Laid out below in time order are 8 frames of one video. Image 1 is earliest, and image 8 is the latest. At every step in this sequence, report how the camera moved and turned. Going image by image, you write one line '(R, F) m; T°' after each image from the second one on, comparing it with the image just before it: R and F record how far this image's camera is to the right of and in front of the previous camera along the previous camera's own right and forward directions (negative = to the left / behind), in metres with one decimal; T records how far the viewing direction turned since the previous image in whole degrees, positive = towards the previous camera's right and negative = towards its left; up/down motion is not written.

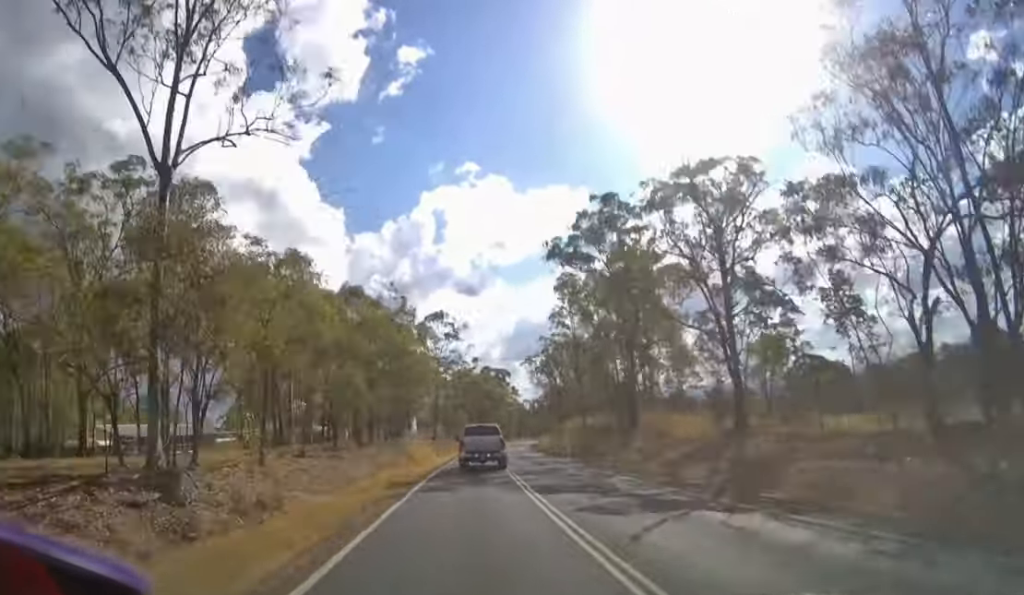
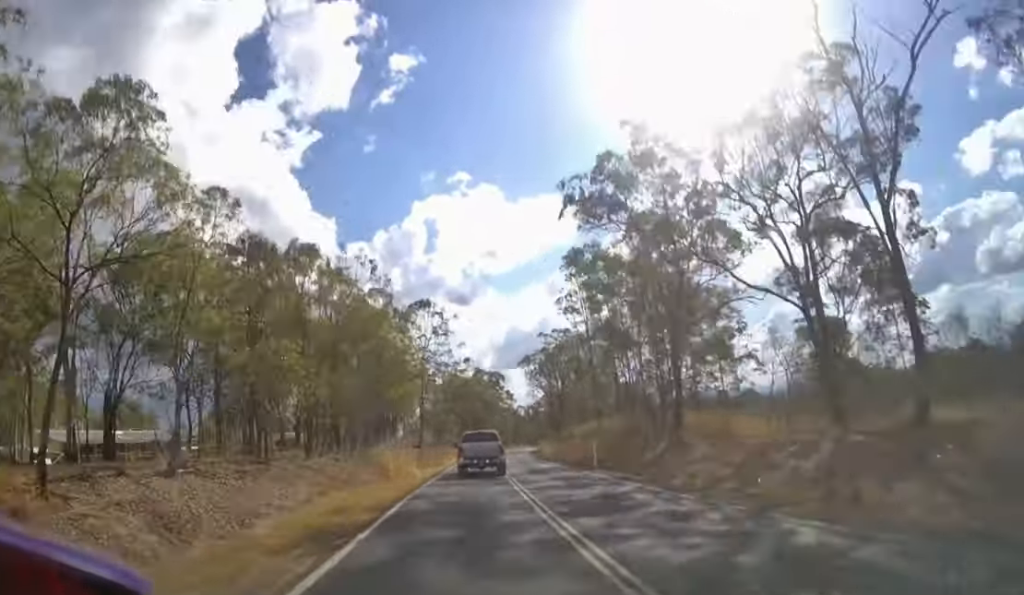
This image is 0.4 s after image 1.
(0.0, +8.7) m; +1°
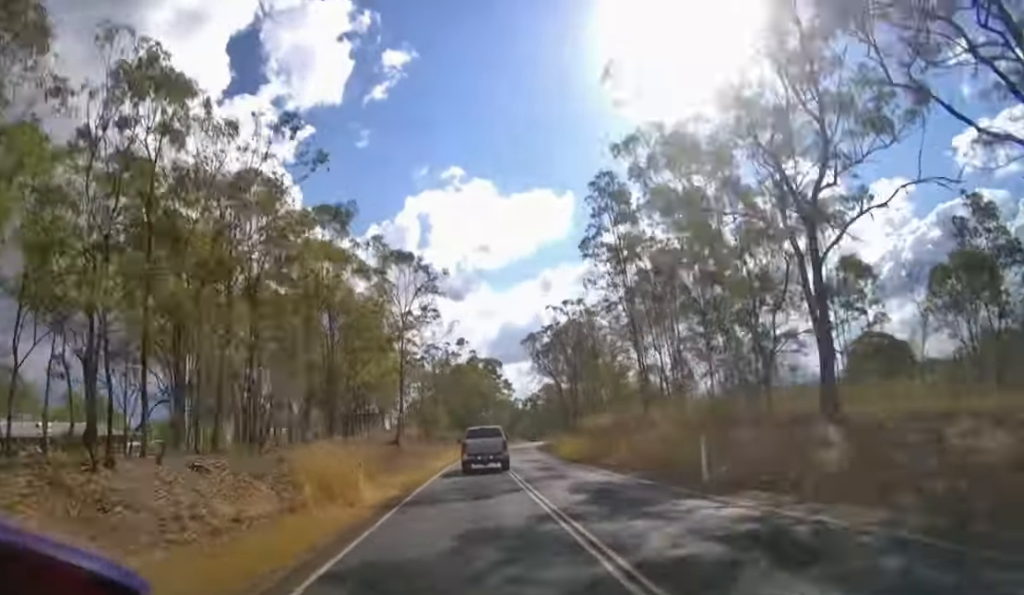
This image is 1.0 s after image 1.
(+0.3, +13.1) m; +1°
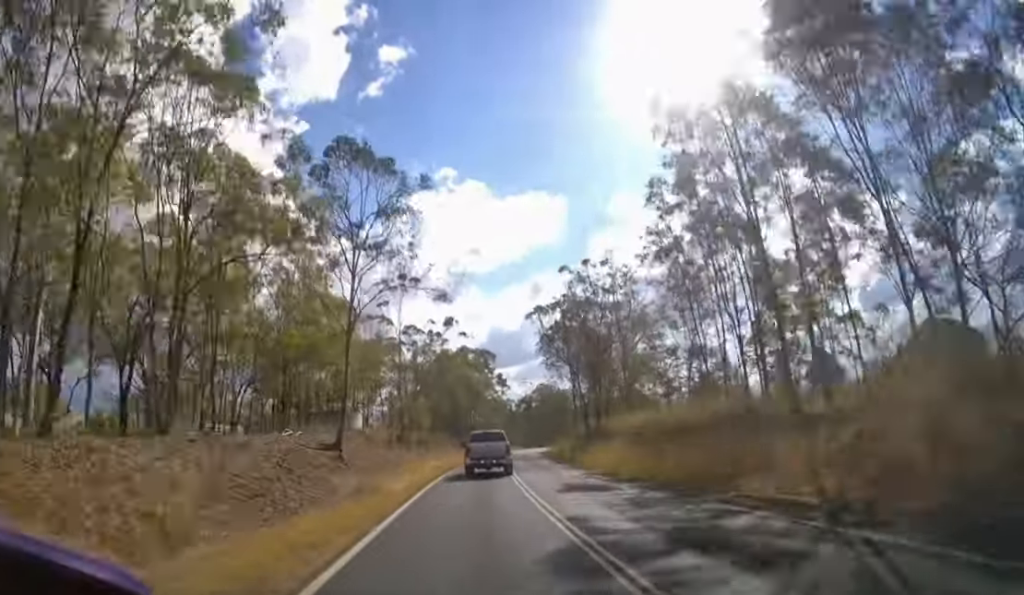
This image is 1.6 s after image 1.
(+0.2, +15.8) m; +2°
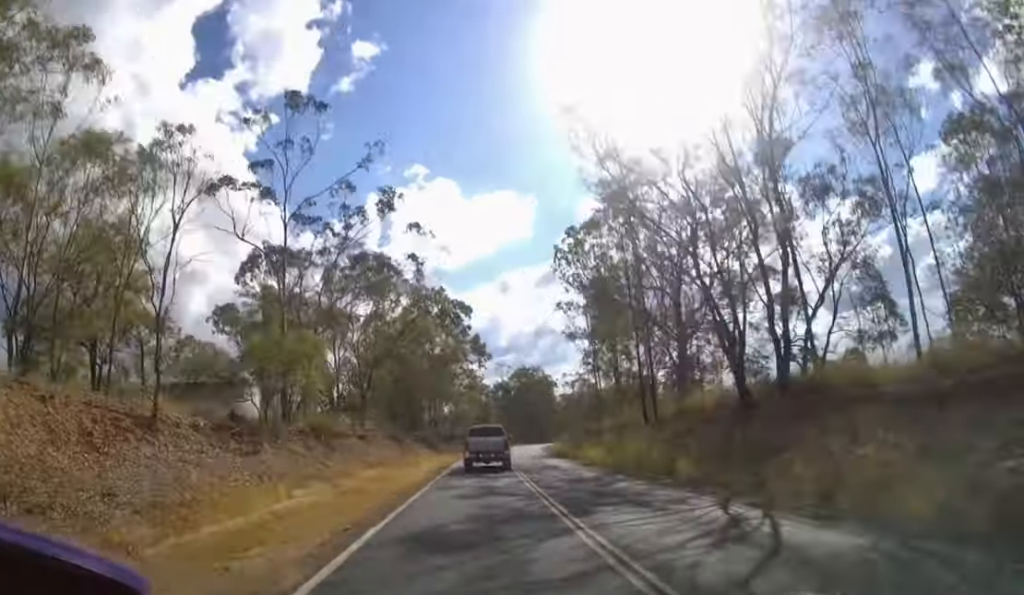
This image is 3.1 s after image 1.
(+1.0, +35.3) m; +4°
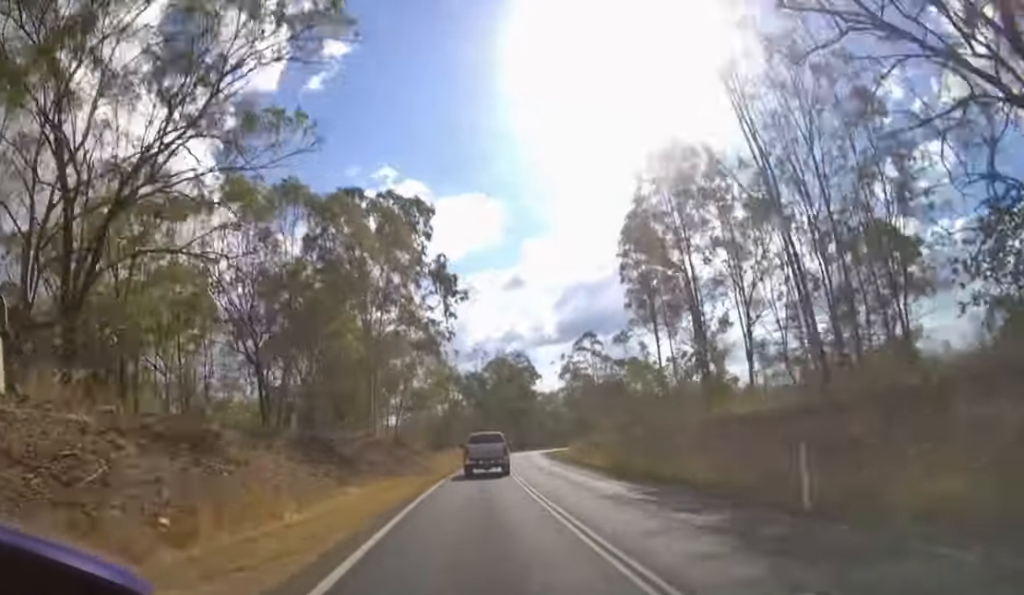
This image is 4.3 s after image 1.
(+0.9, +28.1) m; +4°
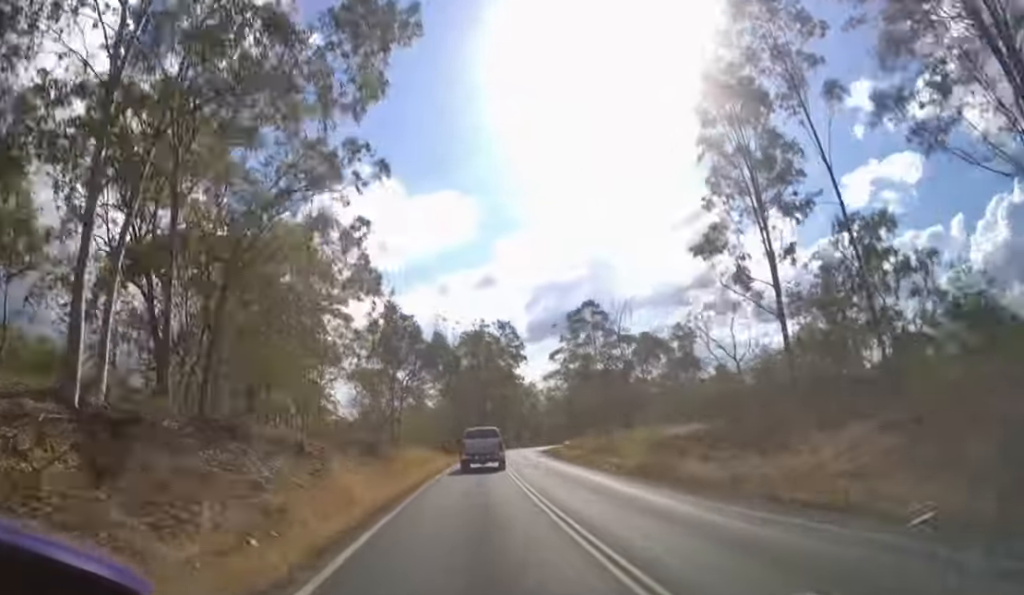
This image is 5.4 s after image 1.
(+0.6, +22.4) m; +3°
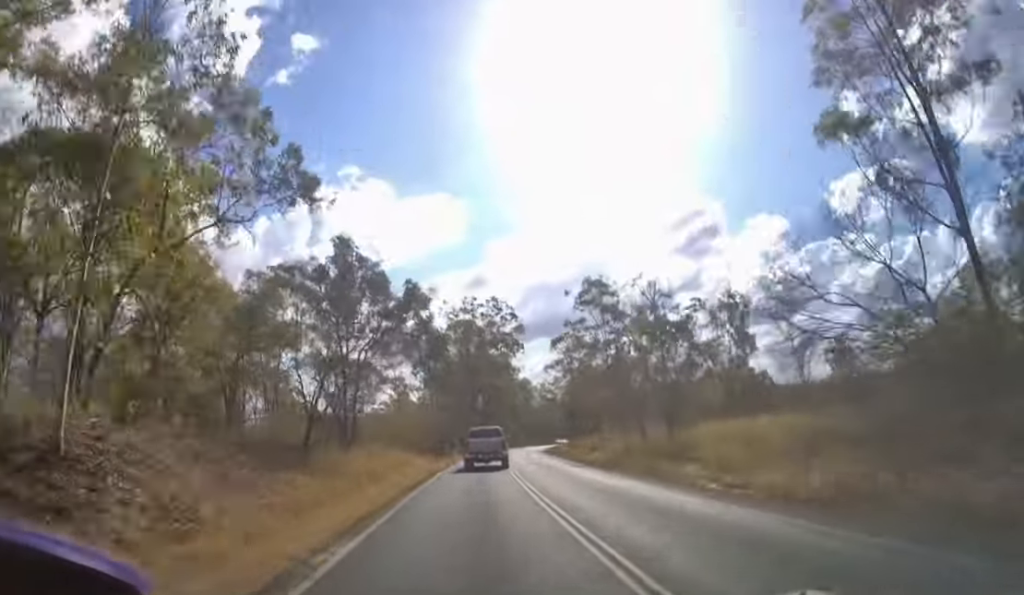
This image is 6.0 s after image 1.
(+0.2, +9.8) m; +1°
